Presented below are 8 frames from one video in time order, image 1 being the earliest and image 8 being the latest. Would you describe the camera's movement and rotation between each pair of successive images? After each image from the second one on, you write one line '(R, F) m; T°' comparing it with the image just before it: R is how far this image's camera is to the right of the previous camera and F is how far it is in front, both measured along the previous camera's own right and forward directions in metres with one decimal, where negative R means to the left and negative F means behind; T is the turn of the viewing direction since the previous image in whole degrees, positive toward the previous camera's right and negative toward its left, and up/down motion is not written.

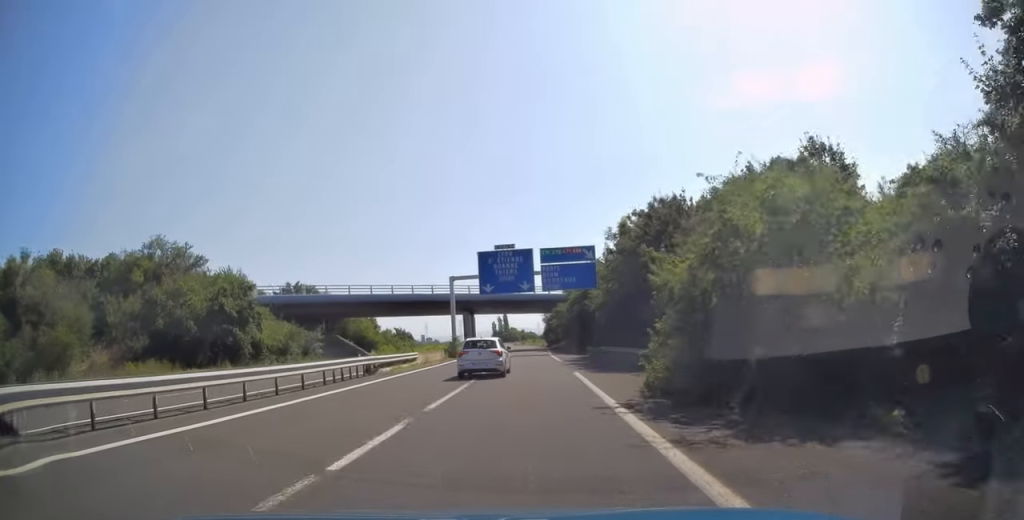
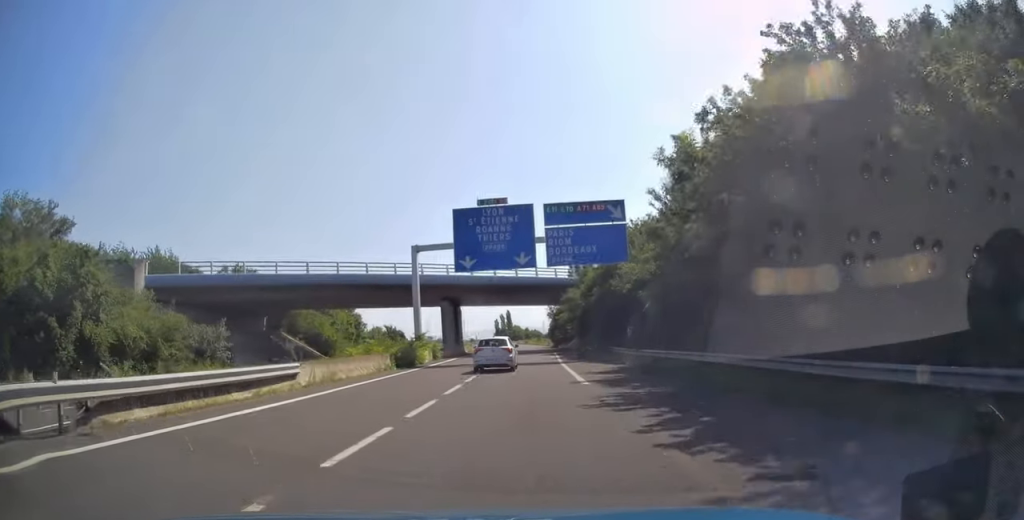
(0.0, +18.9) m; 0°
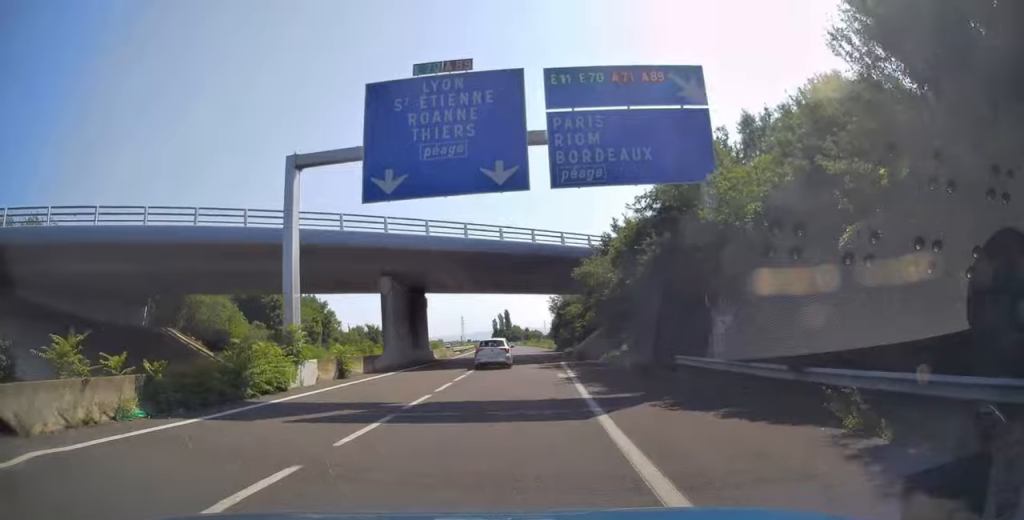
(+0.1, +20.6) m; -1°
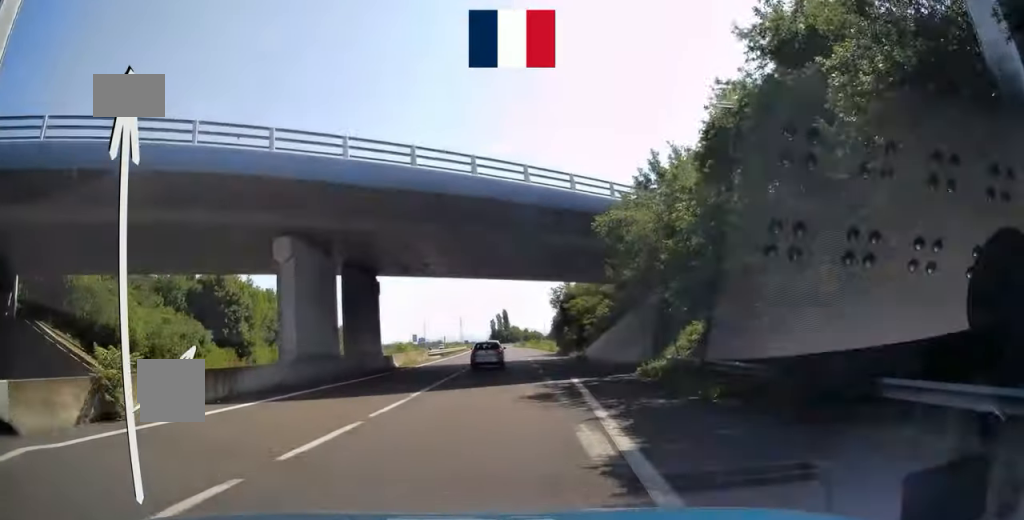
(-0.2, +14.0) m; 0°
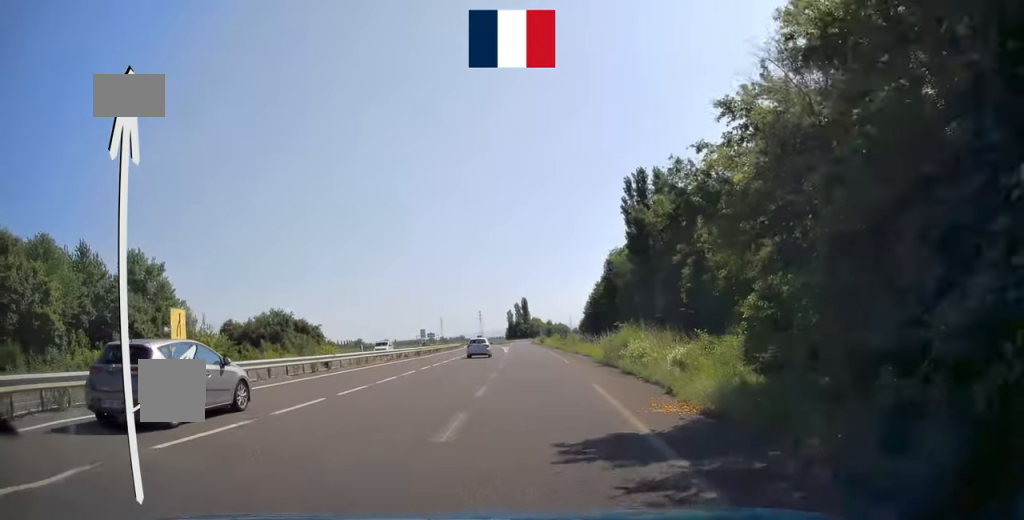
(-0.2, +56.8) m; -2°
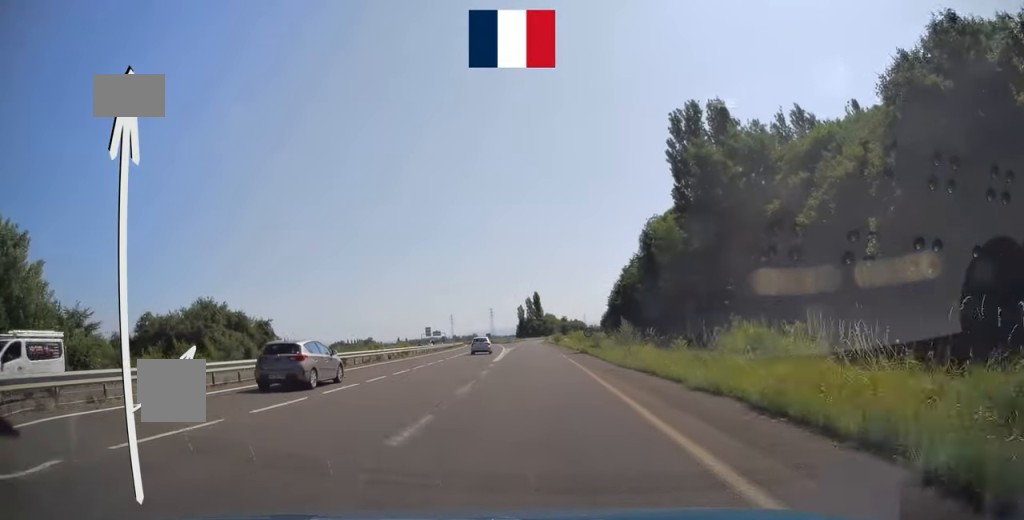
(-0.5, +27.1) m; -1°
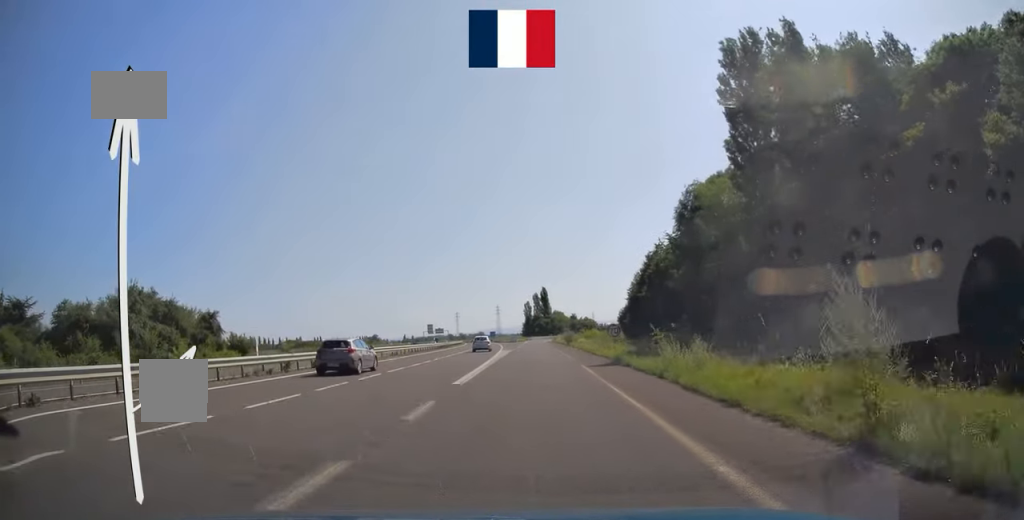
(0.0, +18.1) m; -1°
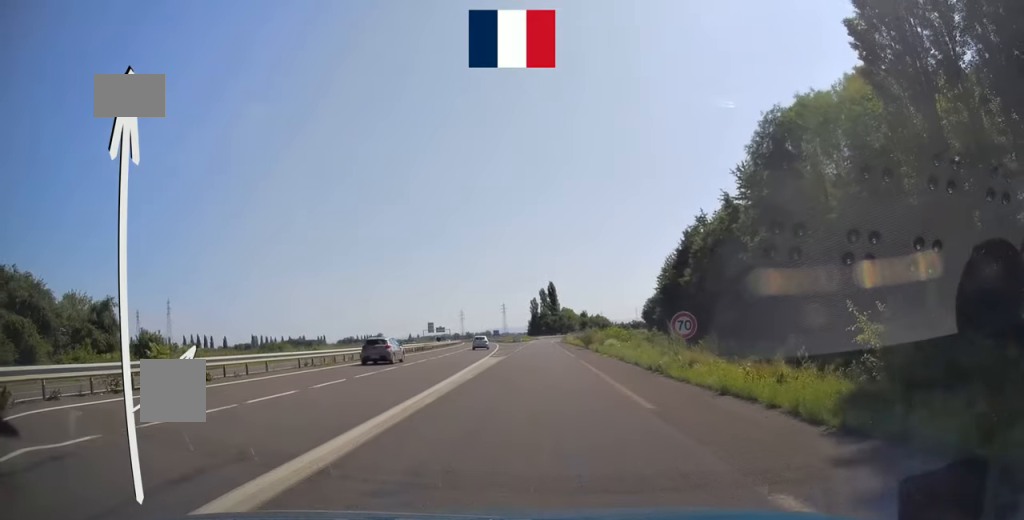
(-0.1, +22.1) m; -1°
